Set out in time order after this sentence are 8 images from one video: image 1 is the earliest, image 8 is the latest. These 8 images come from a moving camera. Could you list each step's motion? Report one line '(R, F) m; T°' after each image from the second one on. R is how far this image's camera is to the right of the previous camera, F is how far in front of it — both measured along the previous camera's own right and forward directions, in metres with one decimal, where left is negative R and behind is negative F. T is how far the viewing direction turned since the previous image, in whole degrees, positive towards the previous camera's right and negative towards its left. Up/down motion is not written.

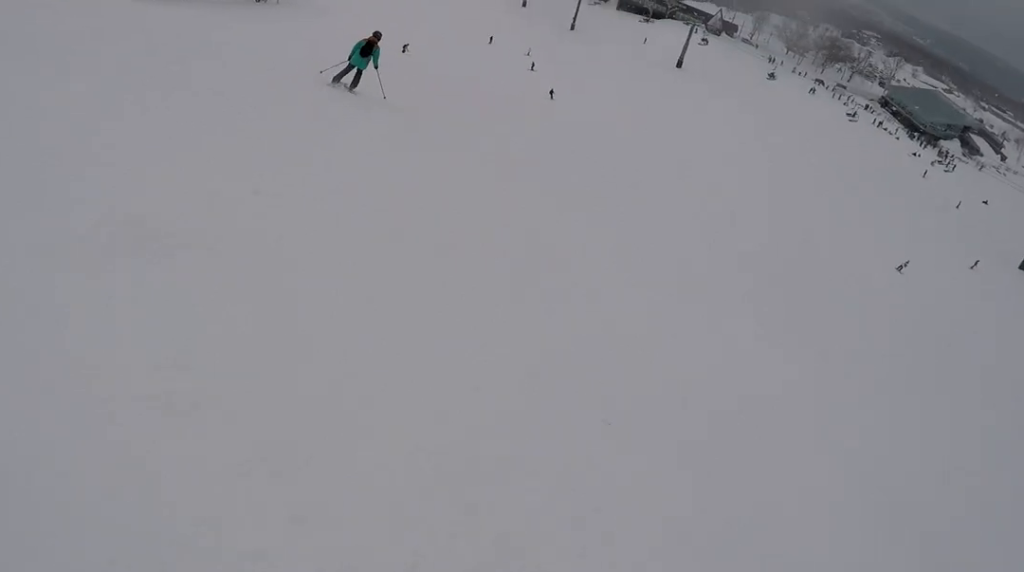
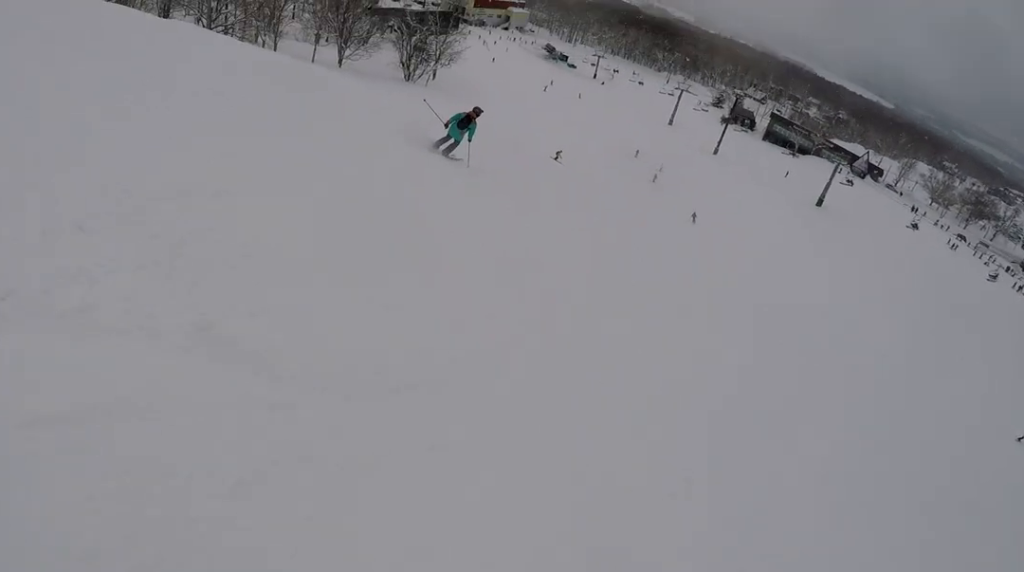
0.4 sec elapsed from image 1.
(-0.1, +1.9) m; -11°
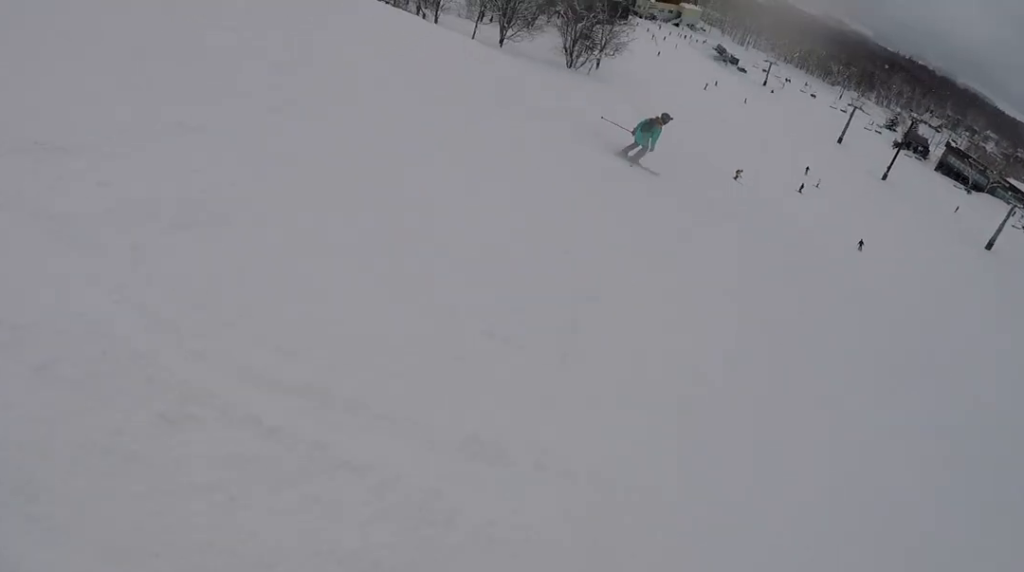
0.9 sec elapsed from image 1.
(-1.0, +2.2) m; -9°
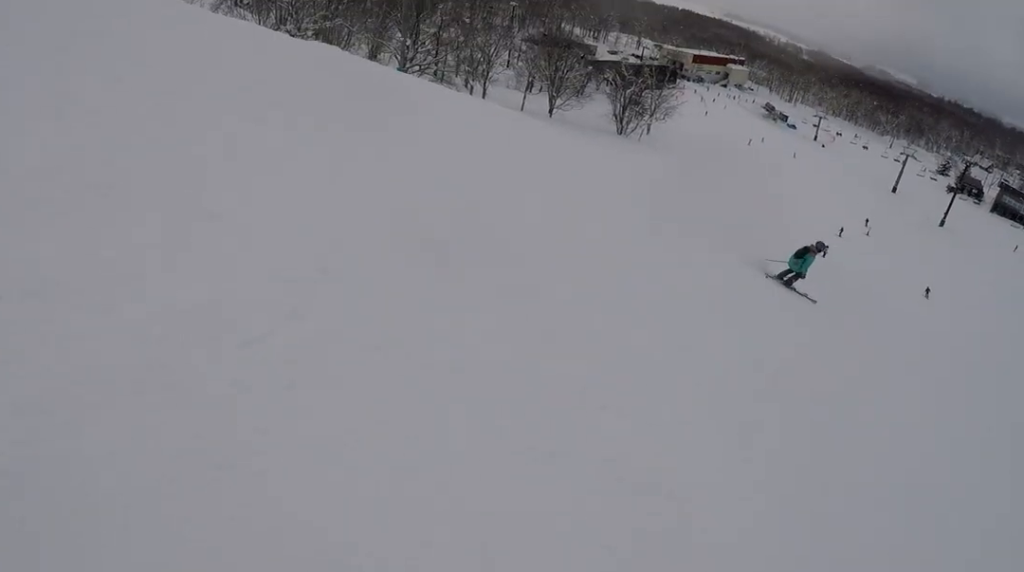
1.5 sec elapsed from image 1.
(-0.4, +2.9) m; -4°
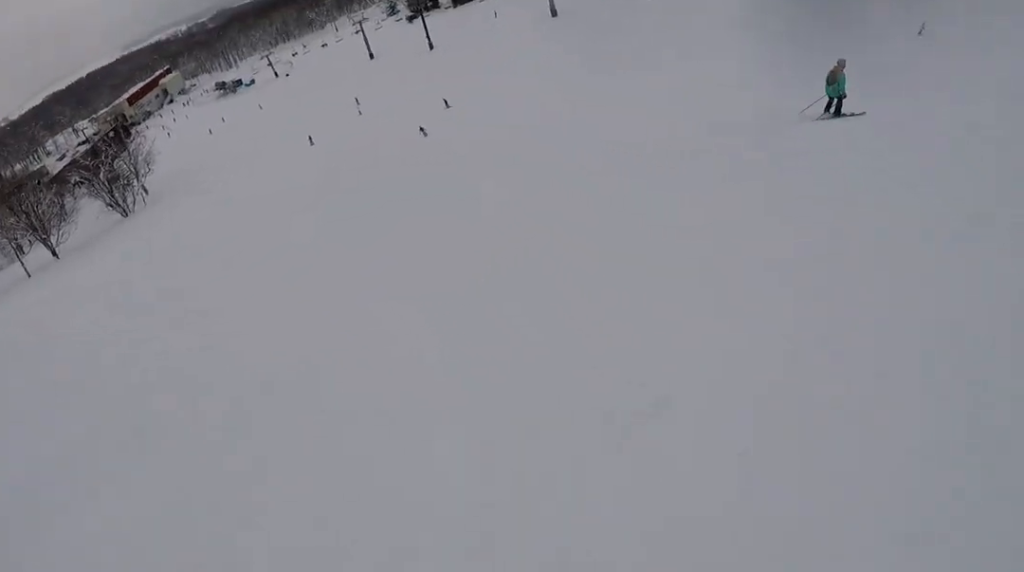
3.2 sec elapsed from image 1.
(+1.3, +8.7) m; +35°
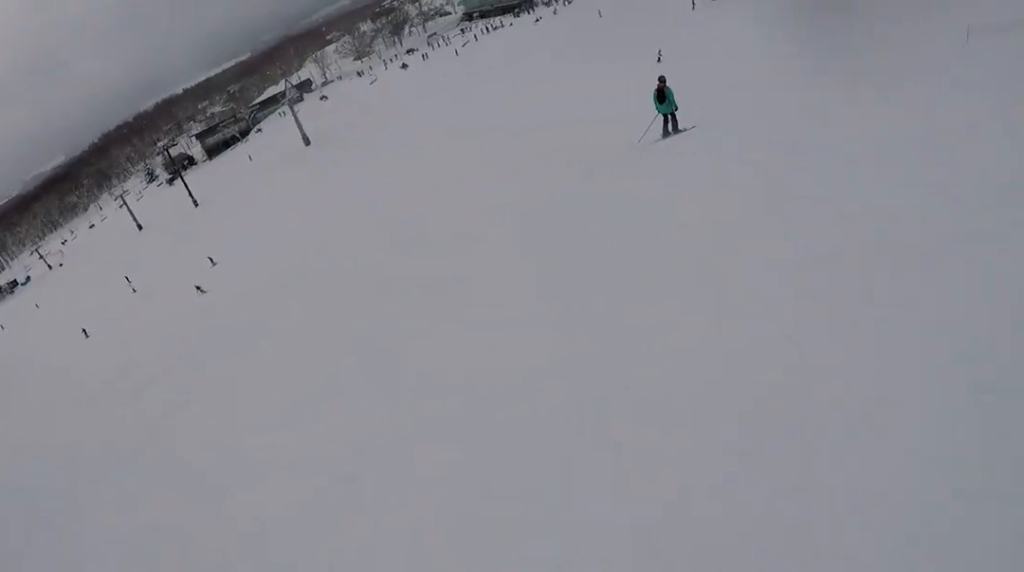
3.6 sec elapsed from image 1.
(+0.8, +1.9) m; +18°
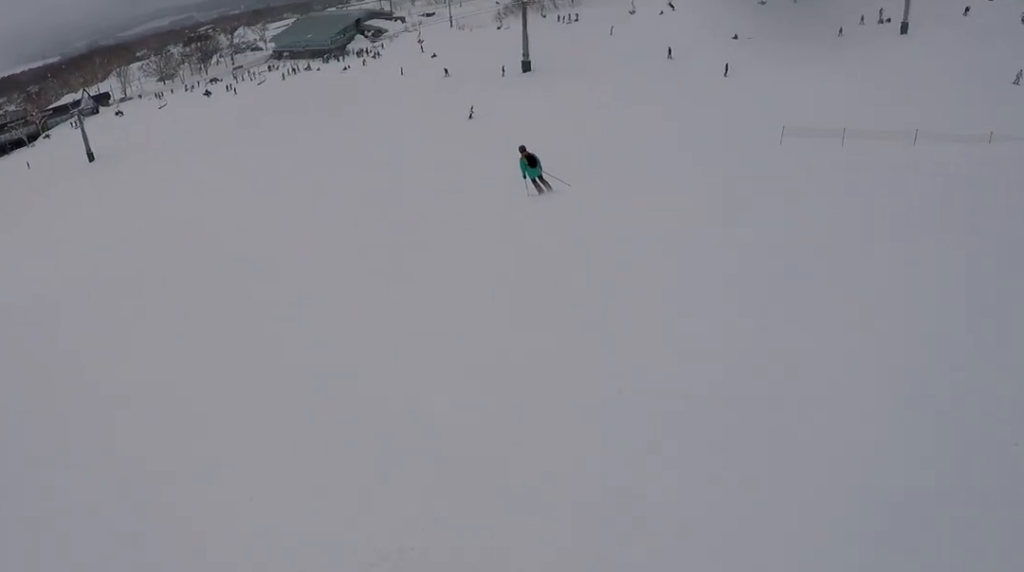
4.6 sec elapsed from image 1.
(+1.8, +4.4) m; +27°
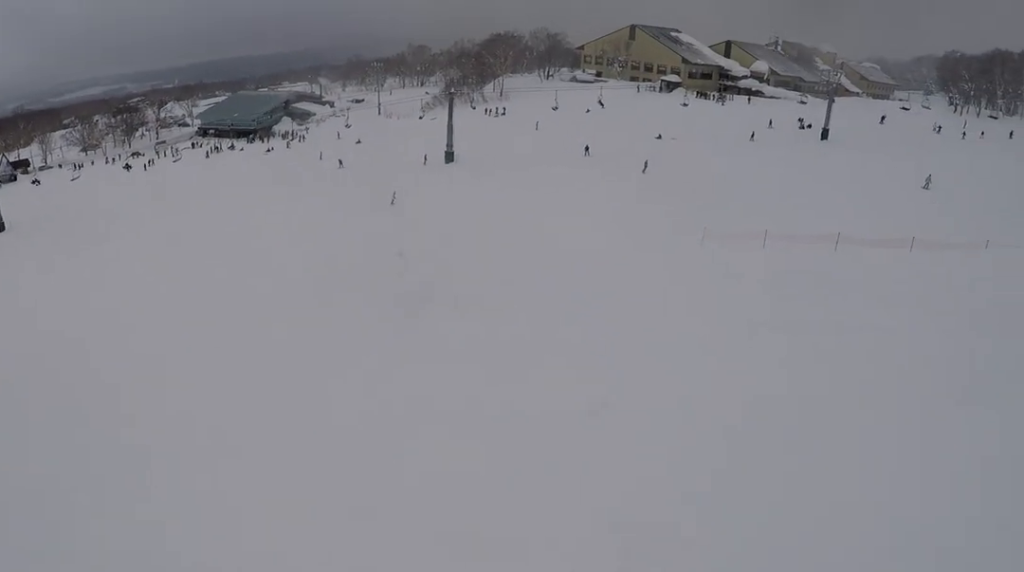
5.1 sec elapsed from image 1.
(+0.6, +2.2) m; +1°
